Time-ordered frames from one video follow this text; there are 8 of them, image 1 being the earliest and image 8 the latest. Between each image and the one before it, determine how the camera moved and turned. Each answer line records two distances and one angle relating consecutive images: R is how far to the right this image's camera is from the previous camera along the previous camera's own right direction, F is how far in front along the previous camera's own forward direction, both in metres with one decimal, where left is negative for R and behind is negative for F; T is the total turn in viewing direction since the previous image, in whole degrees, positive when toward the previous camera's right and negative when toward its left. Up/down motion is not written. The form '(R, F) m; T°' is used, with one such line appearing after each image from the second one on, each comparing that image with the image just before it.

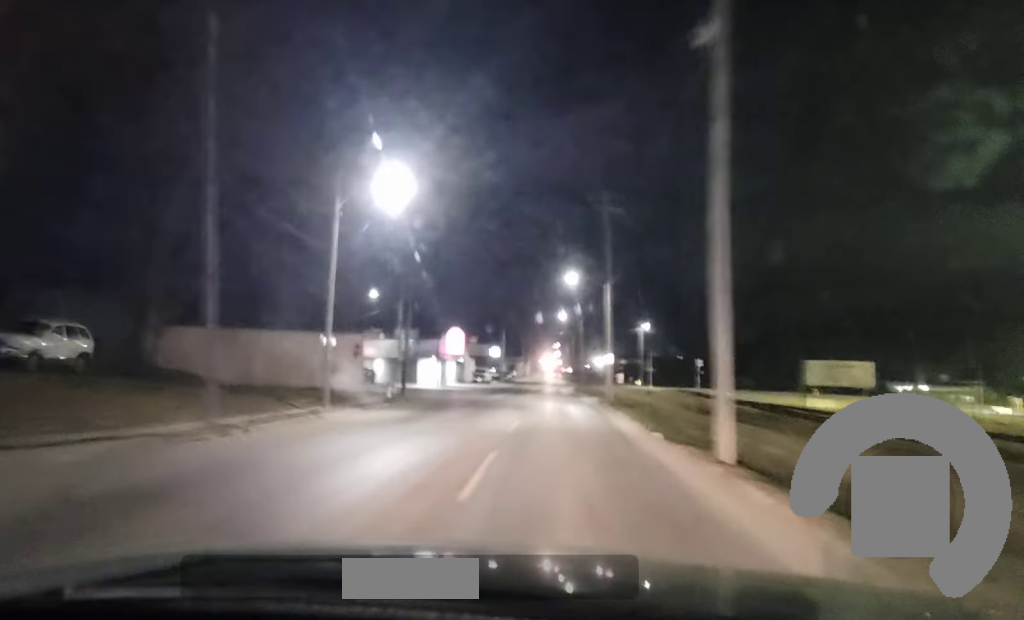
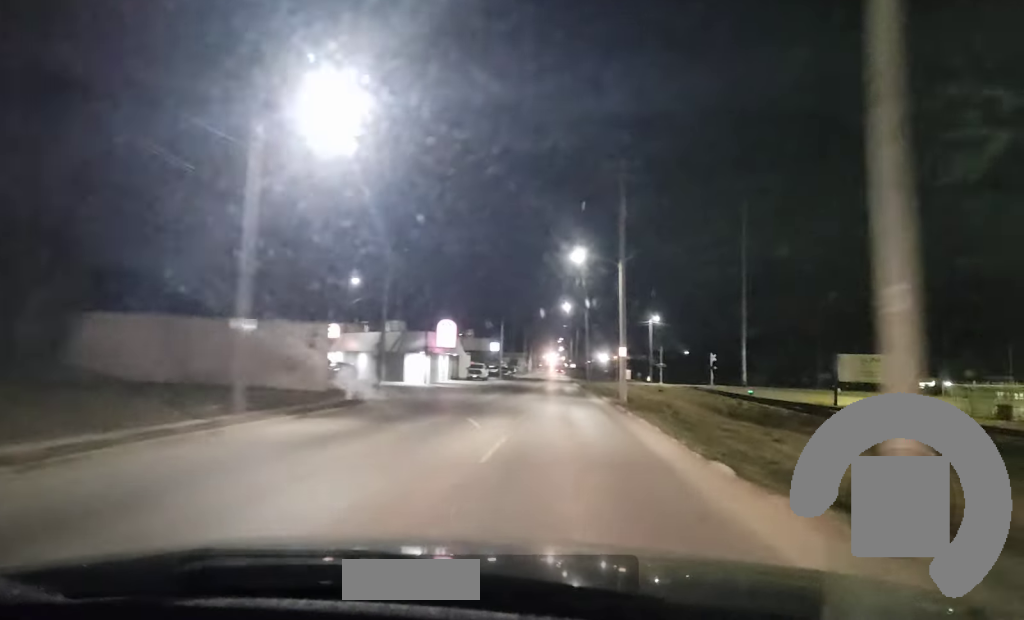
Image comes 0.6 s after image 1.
(+0.1, +8.1) m; +1°
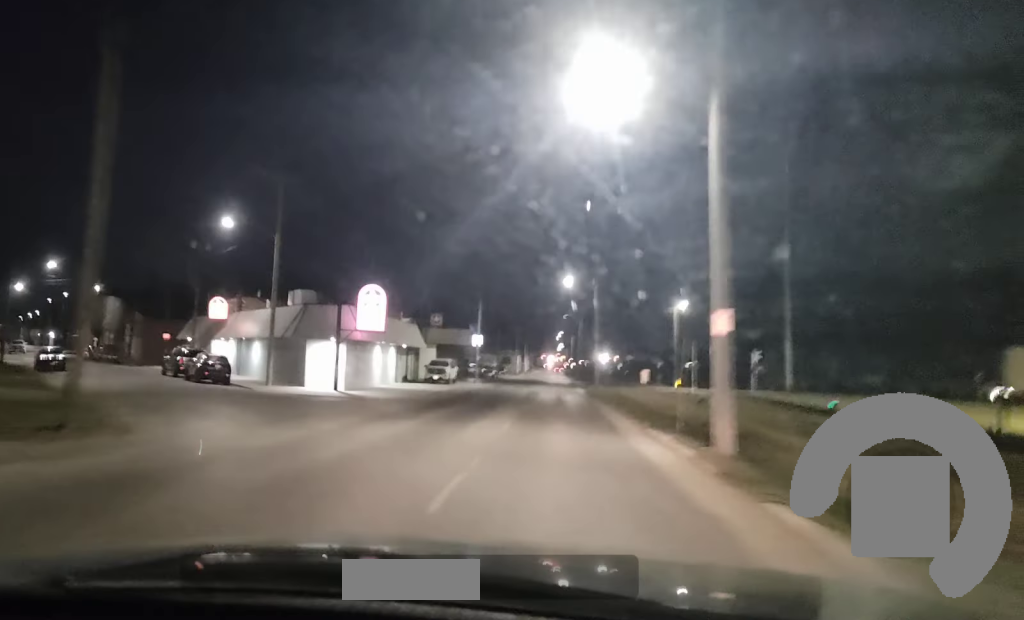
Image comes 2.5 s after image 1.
(+0.2, +29.2) m; 0°
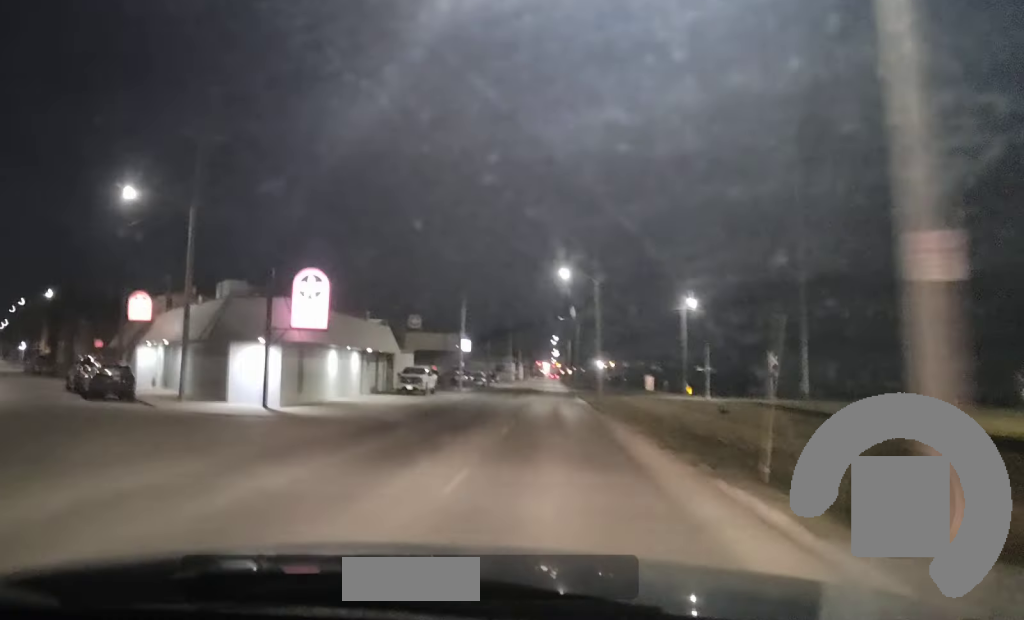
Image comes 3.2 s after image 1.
(0.0, +10.6) m; 0°
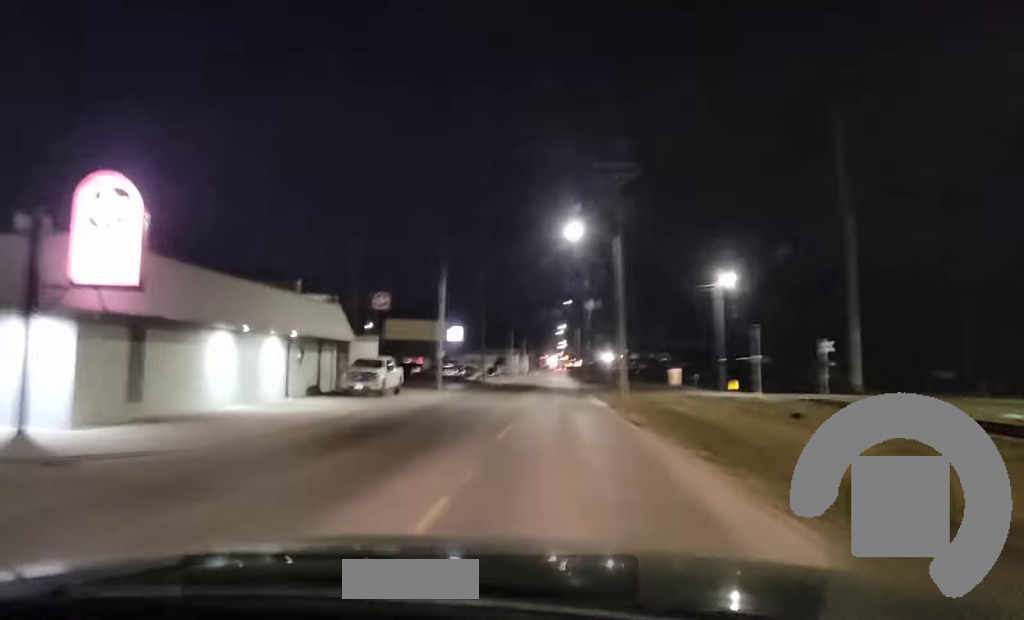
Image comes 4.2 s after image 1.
(0.0, +15.9) m; 0°
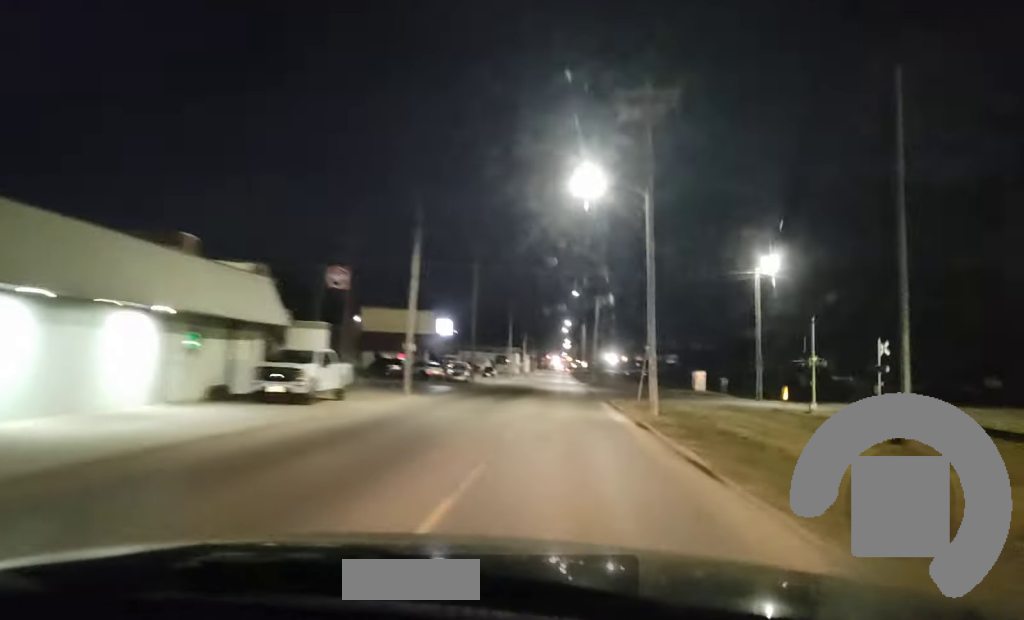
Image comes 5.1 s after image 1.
(0.0, +12.1) m; 0°
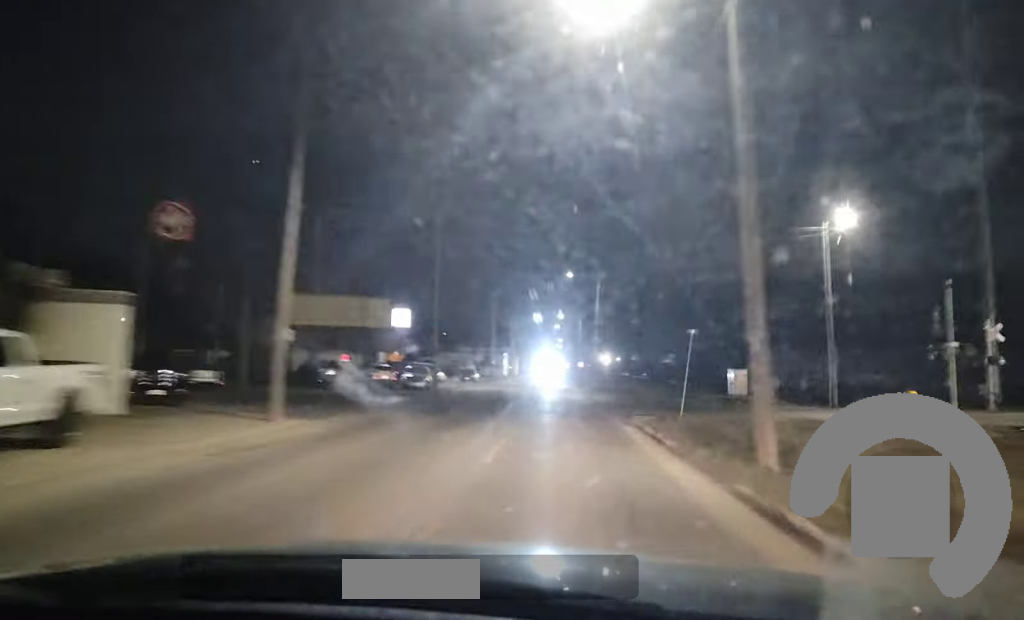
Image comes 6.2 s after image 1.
(-0.1, +17.5) m; 0°
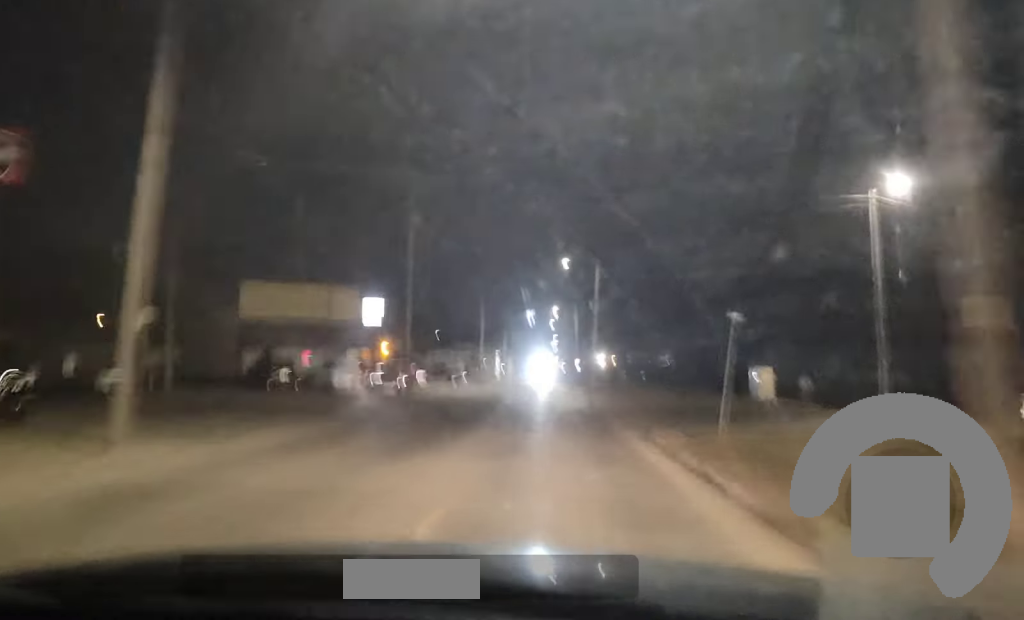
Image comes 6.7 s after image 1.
(+0.1, +7.7) m; 0°
